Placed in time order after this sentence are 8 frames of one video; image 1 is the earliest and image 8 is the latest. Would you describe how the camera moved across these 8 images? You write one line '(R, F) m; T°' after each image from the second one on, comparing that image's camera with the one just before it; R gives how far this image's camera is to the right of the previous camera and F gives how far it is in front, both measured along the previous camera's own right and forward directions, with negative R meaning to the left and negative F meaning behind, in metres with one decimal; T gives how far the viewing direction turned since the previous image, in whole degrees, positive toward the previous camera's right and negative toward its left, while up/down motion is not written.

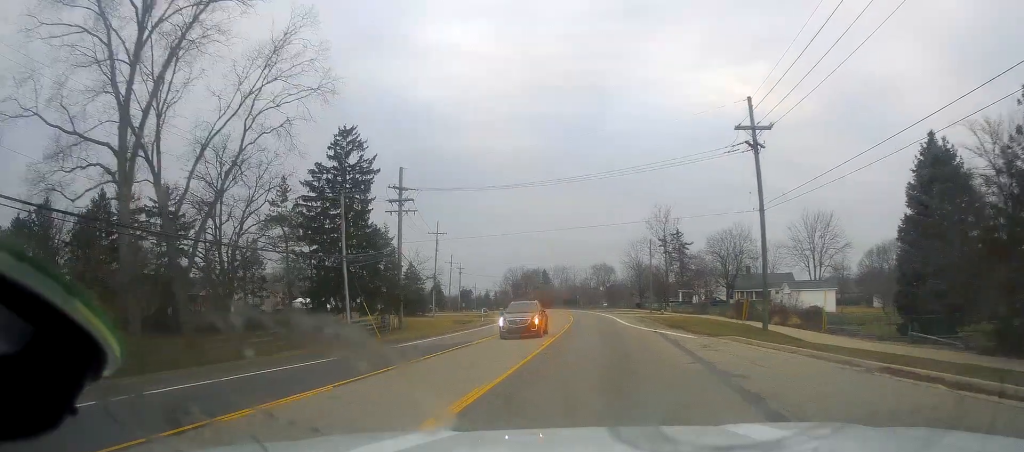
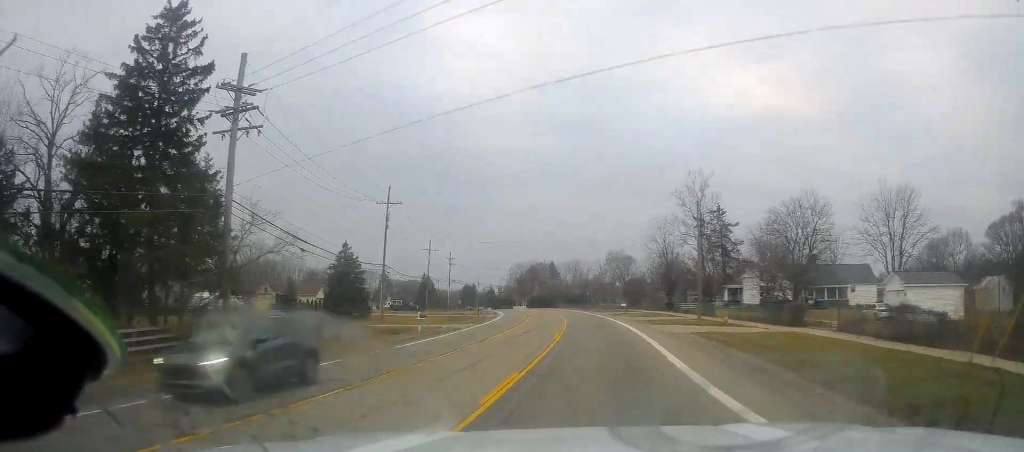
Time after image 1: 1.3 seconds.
(-0.5, +27.6) m; -2°
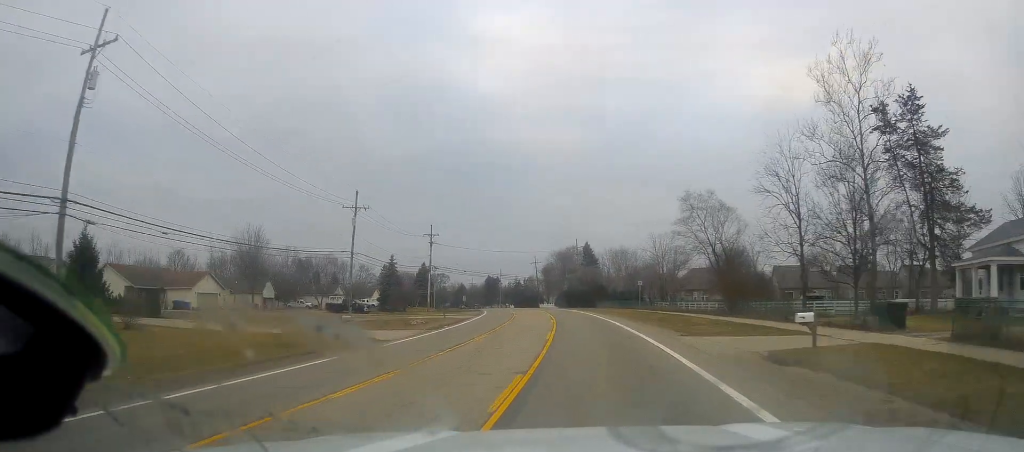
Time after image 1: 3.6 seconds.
(-1.8, +47.9) m; -5°
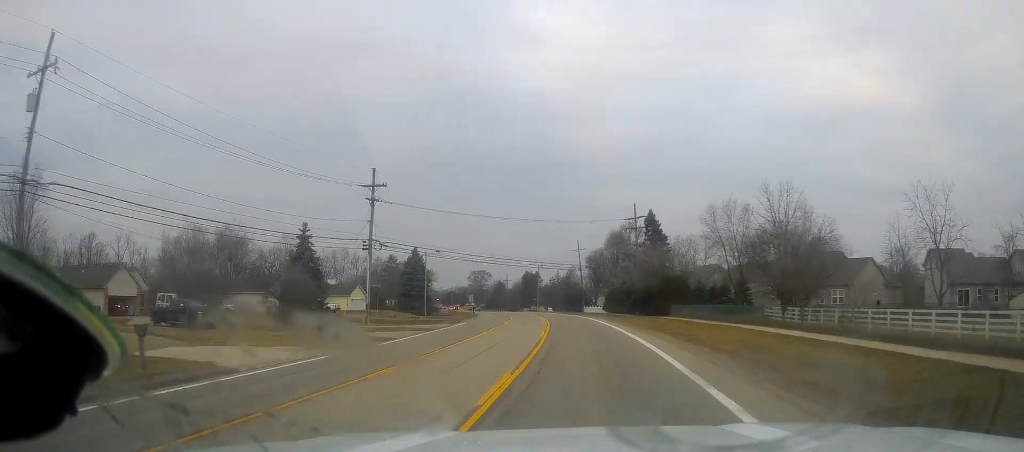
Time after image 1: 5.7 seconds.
(-1.6, +44.4) m; -5°
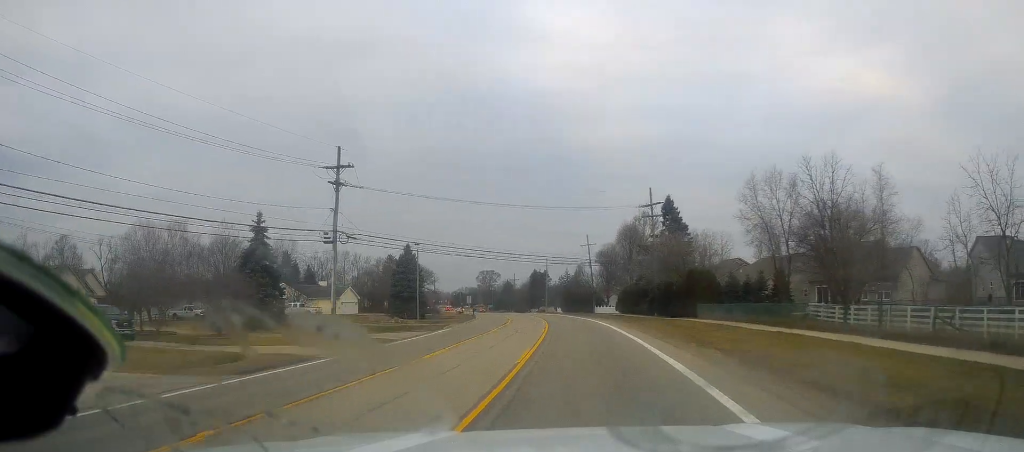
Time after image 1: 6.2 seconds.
(-0.4, +9.7) m; -1°
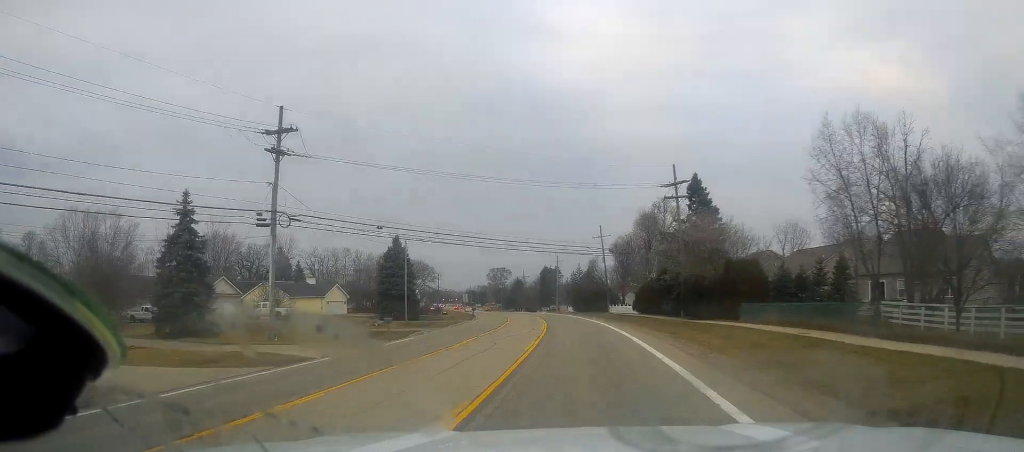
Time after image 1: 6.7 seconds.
(-0.1, +10.9) m; -2°
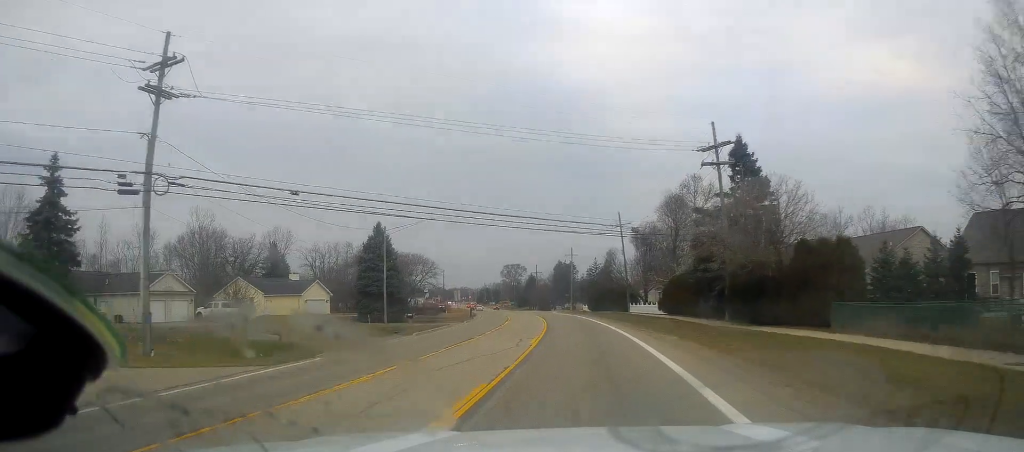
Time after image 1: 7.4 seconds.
(+0.5, +12.8) m; -3°
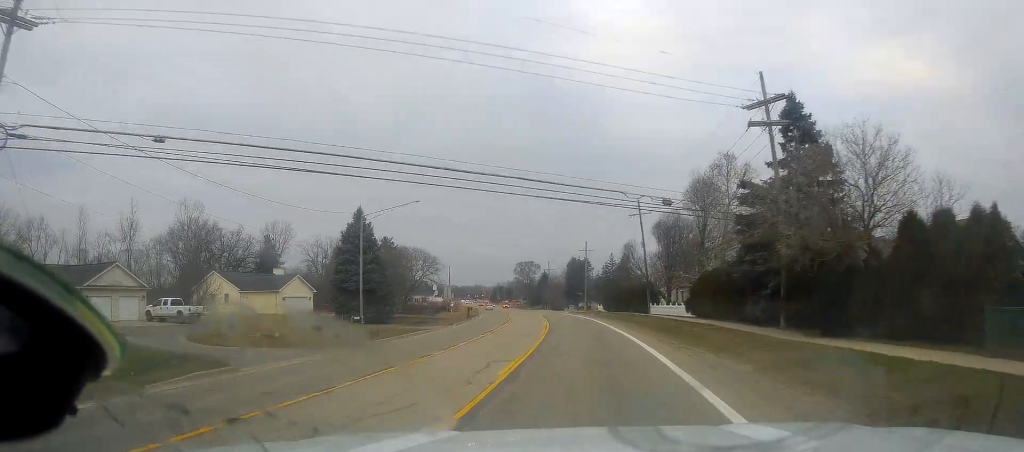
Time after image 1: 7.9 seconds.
(-0.7, +9.9) m; -2°
